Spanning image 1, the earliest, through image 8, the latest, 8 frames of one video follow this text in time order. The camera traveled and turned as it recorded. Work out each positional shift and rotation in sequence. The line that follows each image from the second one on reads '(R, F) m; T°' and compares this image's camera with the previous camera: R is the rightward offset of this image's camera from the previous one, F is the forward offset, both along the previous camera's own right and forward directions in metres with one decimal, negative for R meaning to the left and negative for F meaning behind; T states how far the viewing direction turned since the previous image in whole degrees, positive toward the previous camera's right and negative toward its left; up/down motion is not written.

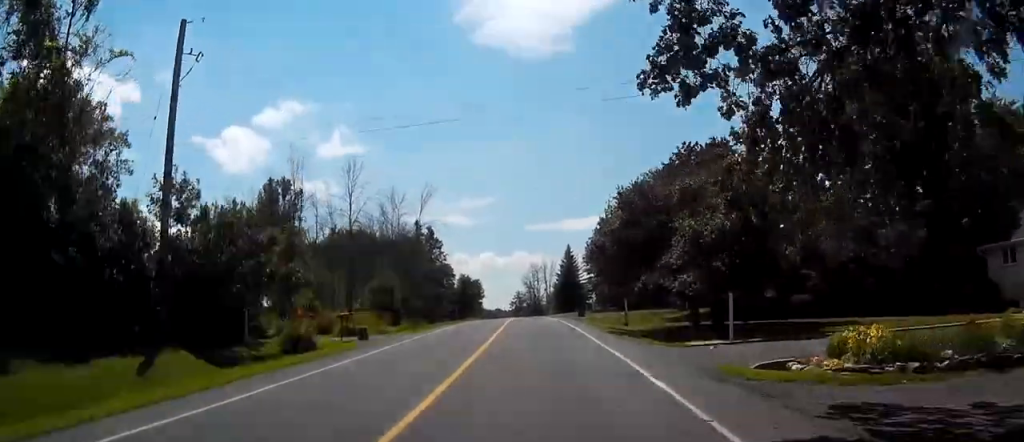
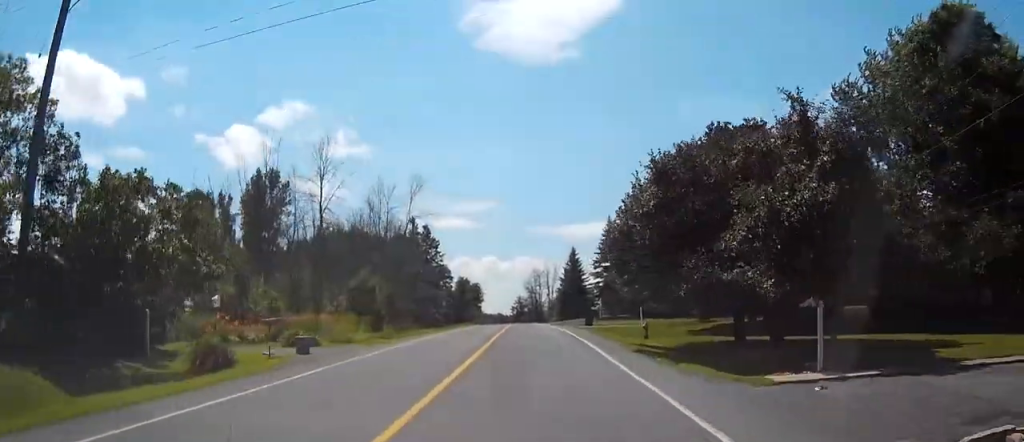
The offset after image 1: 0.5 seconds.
(0.0, +8.4) m; 0°
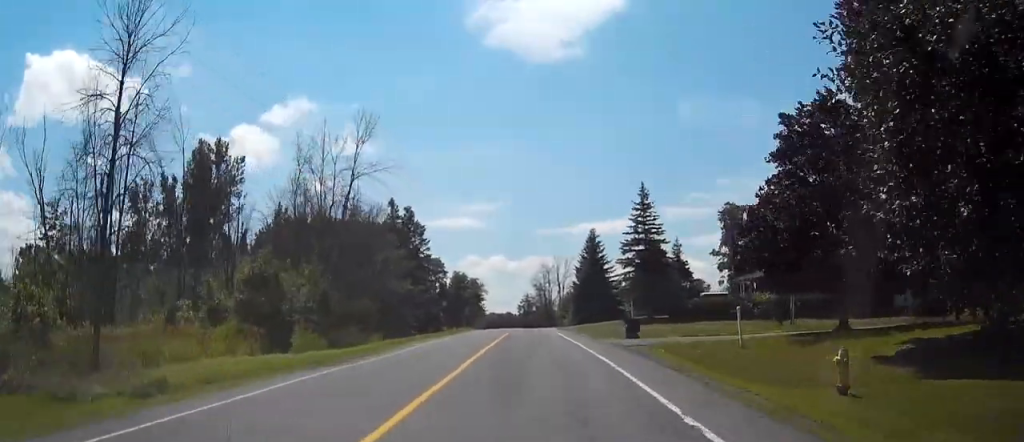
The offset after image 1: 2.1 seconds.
(-0.2, +25.1) m; -2°
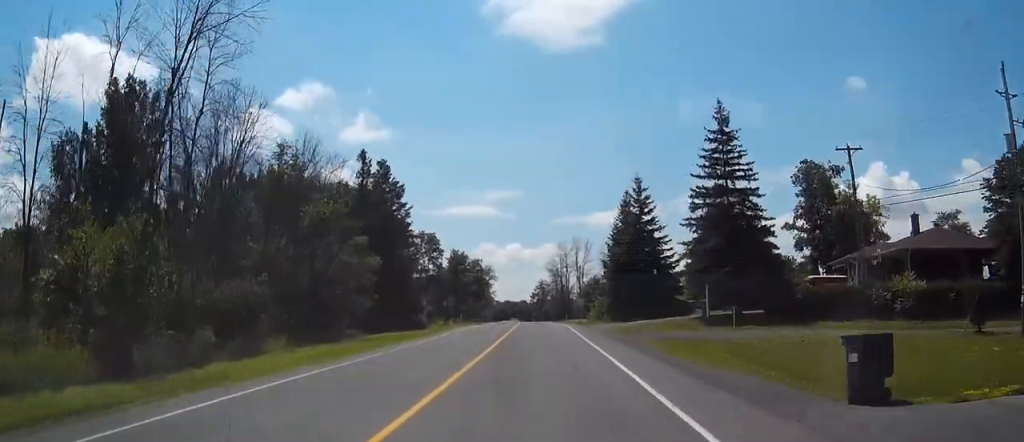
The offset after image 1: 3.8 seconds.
(-0.5, +26.8) m; -1°
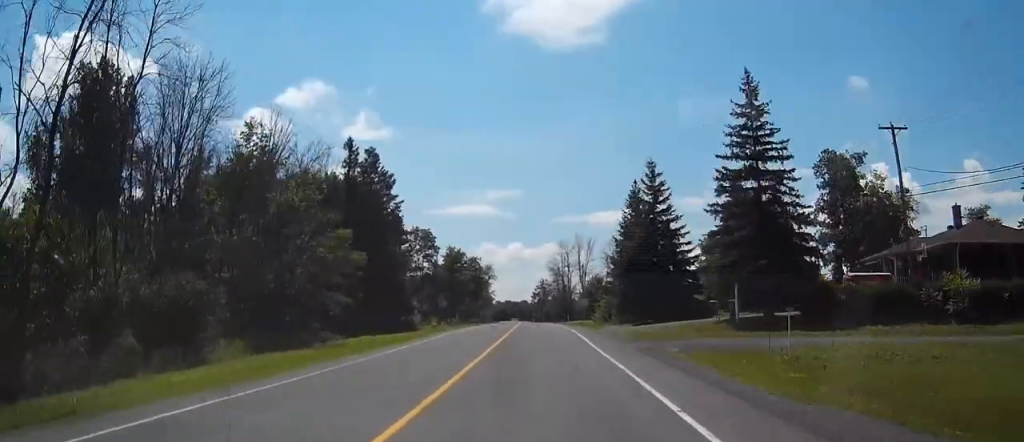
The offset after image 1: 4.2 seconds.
(0.0, +6.3) m; 0°
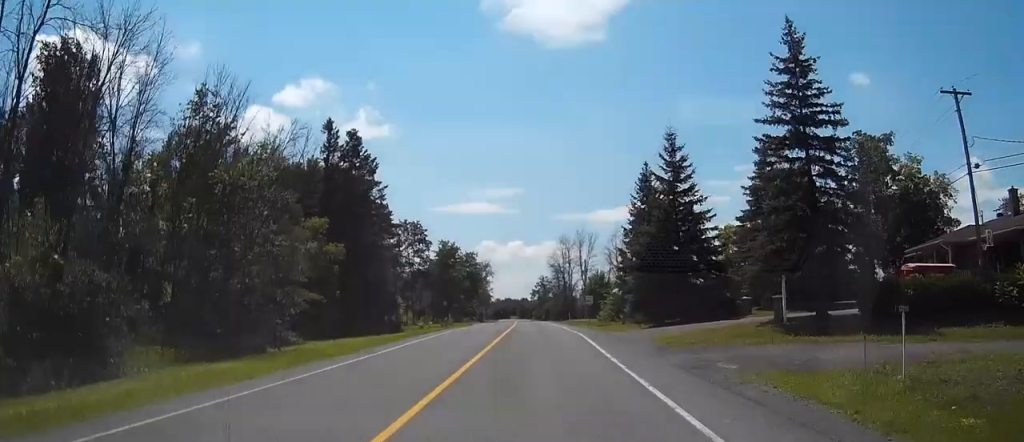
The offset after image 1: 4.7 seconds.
(0.0, +7.4) m; 0°
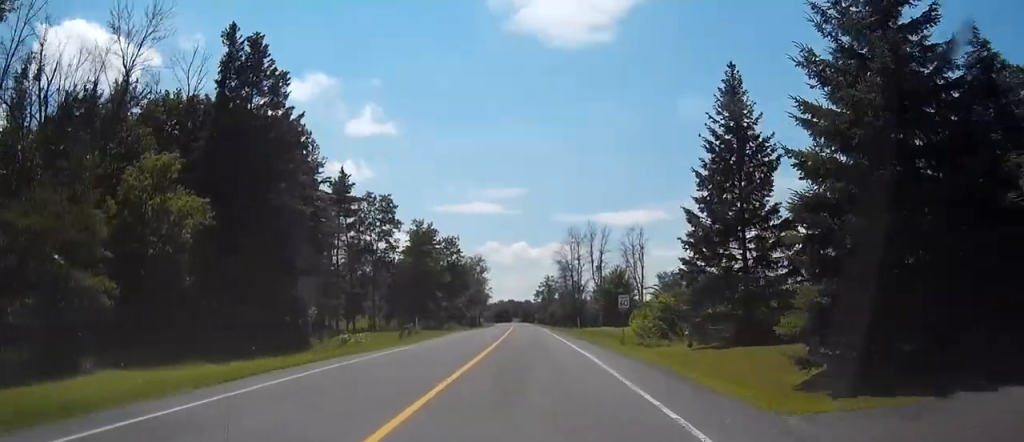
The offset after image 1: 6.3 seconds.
(0.0, +25.6) m; 0°
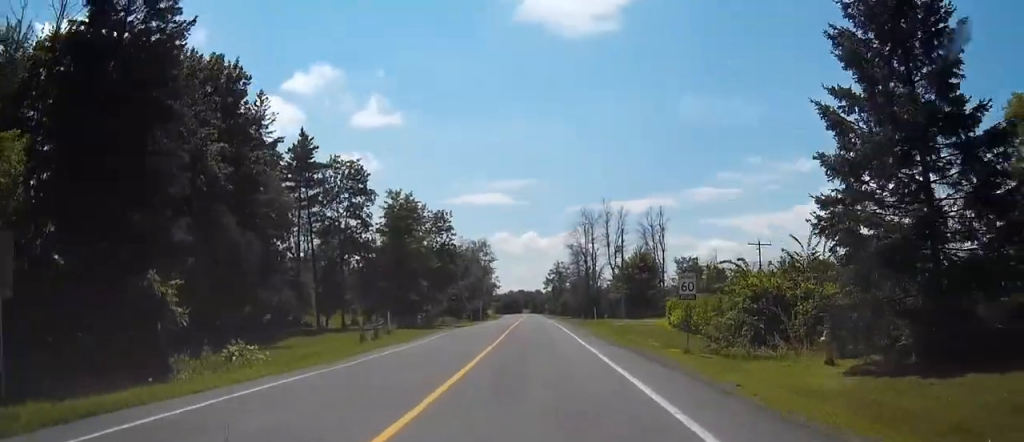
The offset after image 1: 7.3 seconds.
(0.0, +15.6) m; 0°
